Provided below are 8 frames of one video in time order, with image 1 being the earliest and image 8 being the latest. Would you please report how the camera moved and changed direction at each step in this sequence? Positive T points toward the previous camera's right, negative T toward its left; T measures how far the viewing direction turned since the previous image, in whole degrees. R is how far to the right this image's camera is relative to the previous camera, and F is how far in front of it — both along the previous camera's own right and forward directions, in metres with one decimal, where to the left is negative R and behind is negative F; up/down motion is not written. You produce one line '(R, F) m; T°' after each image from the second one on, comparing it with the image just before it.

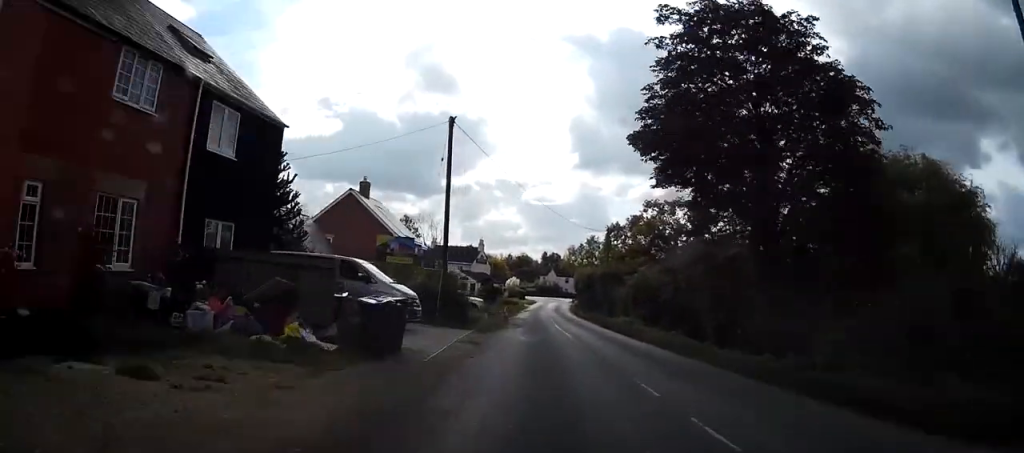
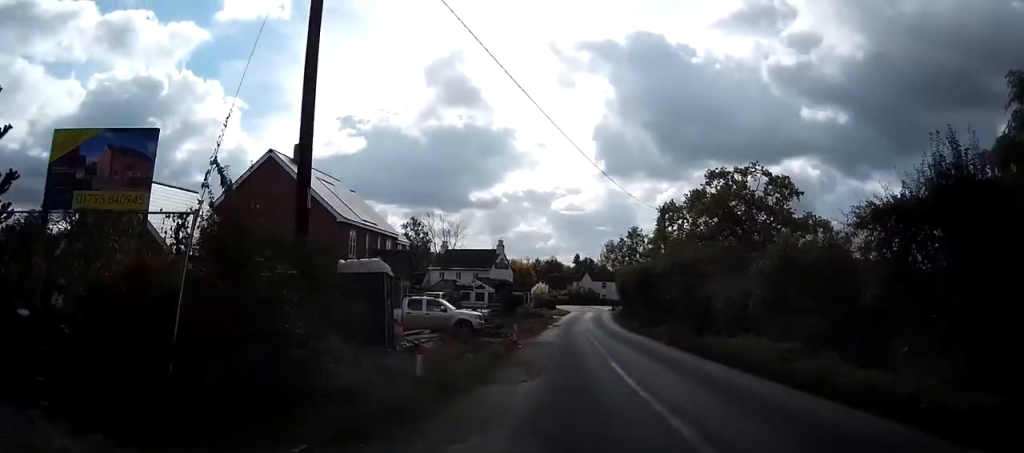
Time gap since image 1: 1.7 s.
(-0.3, +21.0) m; -1°
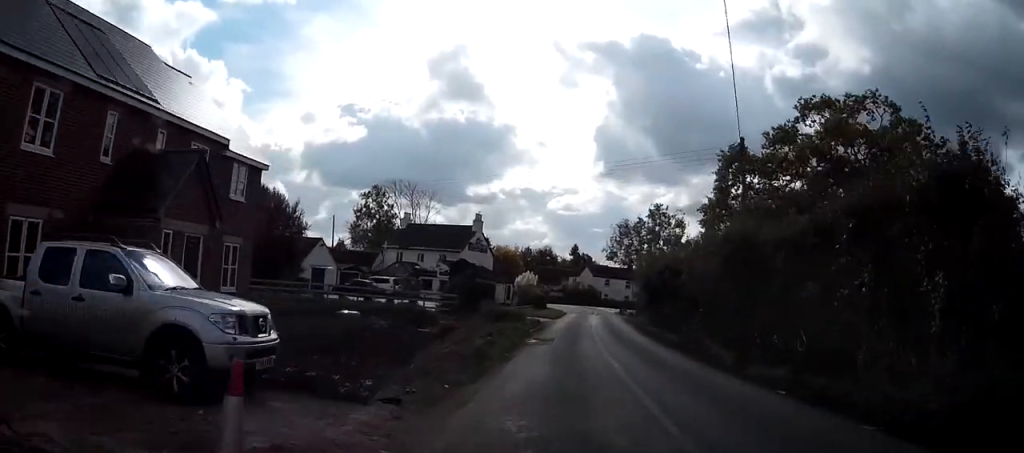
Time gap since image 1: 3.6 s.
(0.0, +23.9) m; +1°
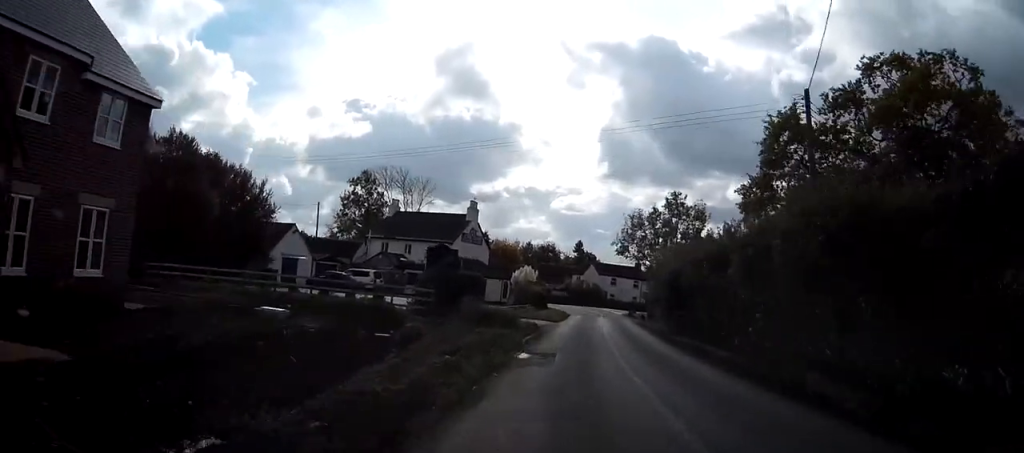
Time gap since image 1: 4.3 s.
(0.0, +7.9) m; 0°
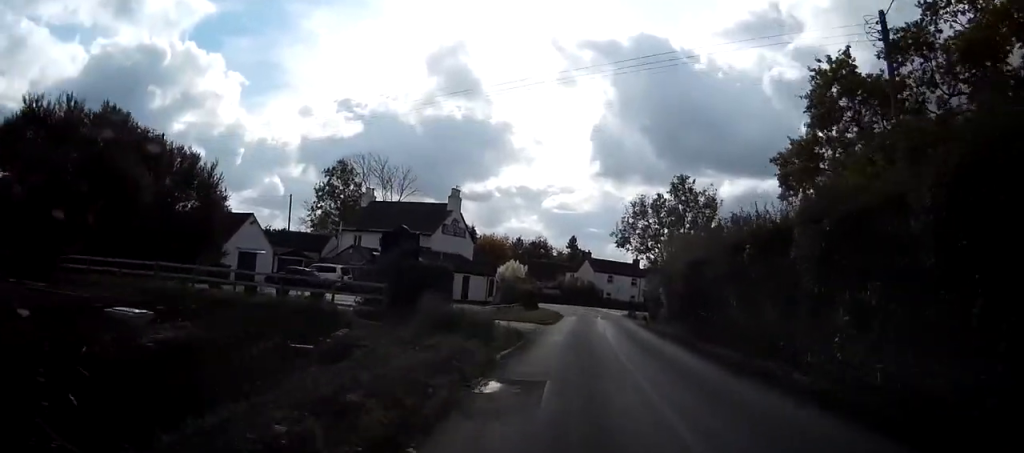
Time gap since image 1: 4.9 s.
(0.0, +6.6) m; +1°
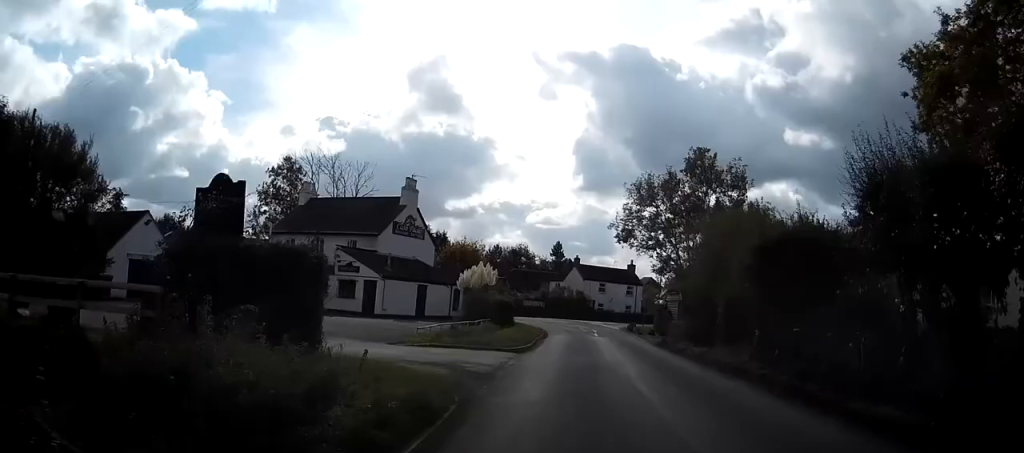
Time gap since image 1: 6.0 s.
(+0.2, +12.6) m; +2°
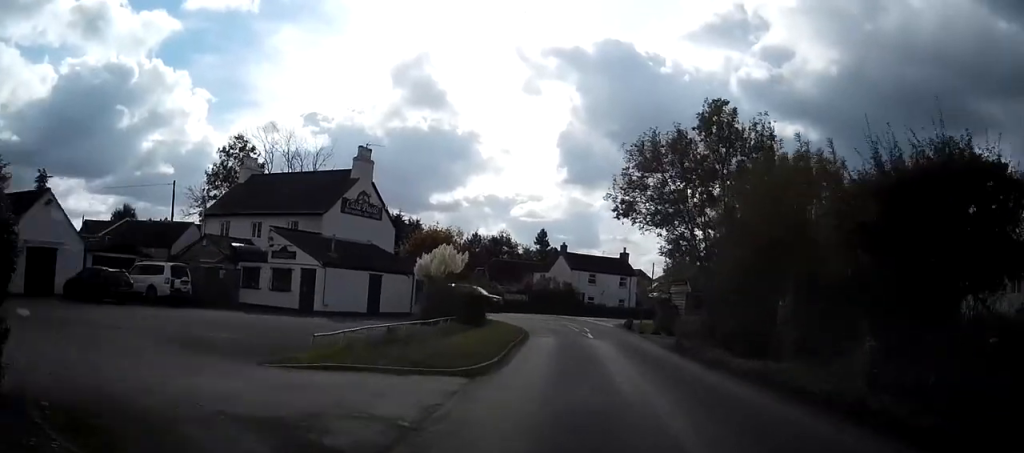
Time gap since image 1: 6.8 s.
(+0.1, +8.2) m; +1°
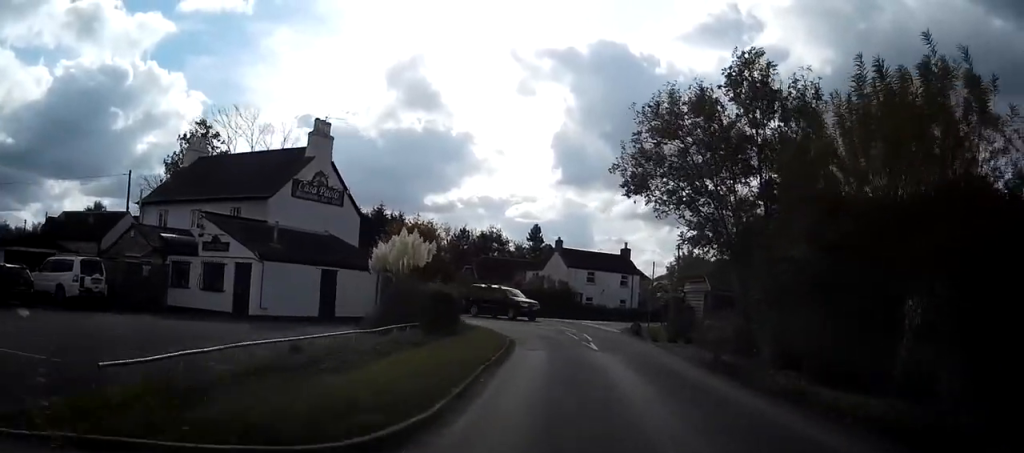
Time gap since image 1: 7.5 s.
(+0.1, +6.7) m; +1°
